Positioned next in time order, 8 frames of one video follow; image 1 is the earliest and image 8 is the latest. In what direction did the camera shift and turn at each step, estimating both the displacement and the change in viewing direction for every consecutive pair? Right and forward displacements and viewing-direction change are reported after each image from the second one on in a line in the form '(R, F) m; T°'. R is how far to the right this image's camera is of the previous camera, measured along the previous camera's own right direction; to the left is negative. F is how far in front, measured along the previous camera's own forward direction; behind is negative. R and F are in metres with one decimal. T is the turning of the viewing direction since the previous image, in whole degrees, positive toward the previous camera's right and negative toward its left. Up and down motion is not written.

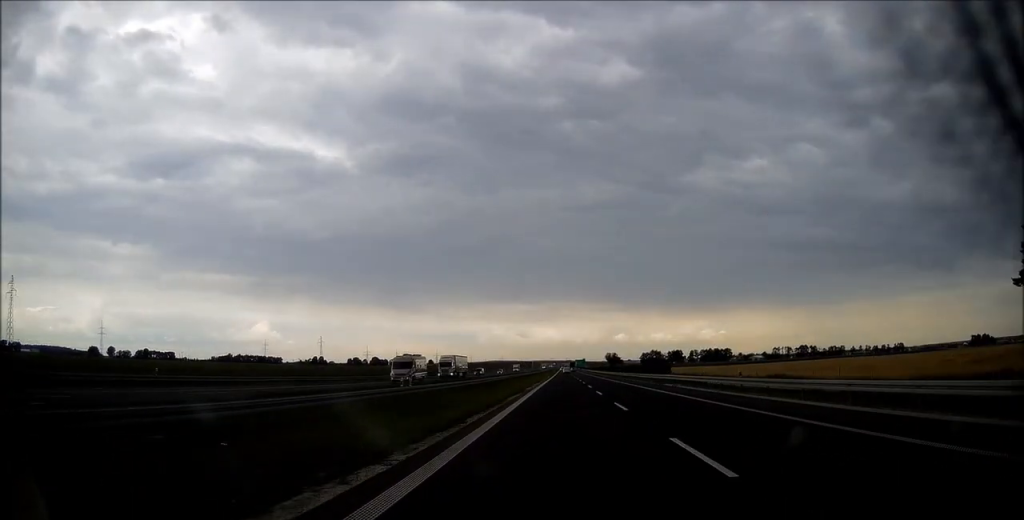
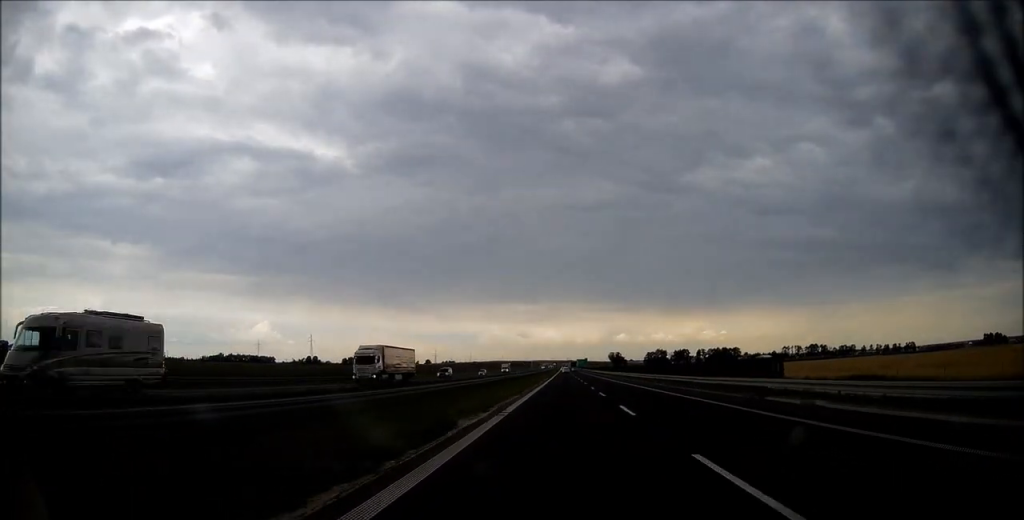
(0.0, +24.8) m; 0°
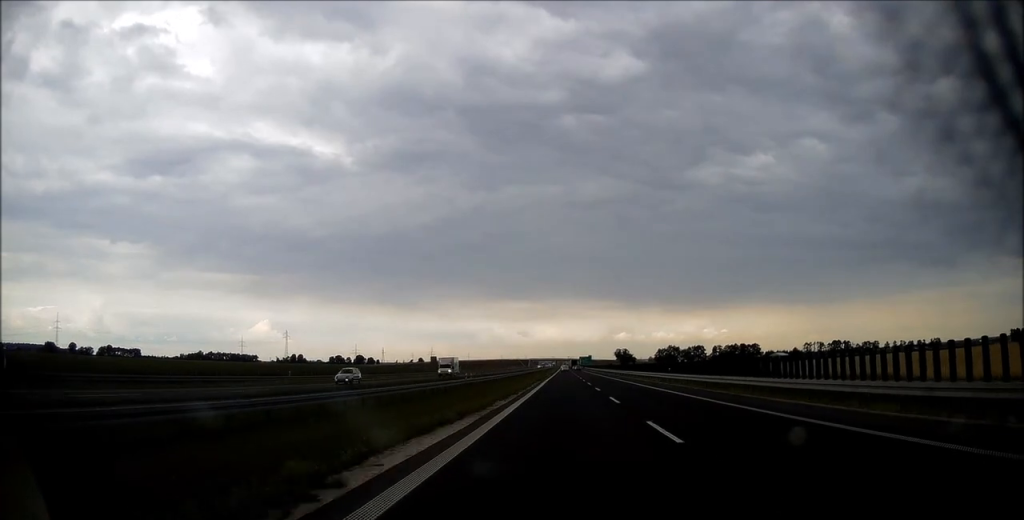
(0.0, +54.5) m; 0°
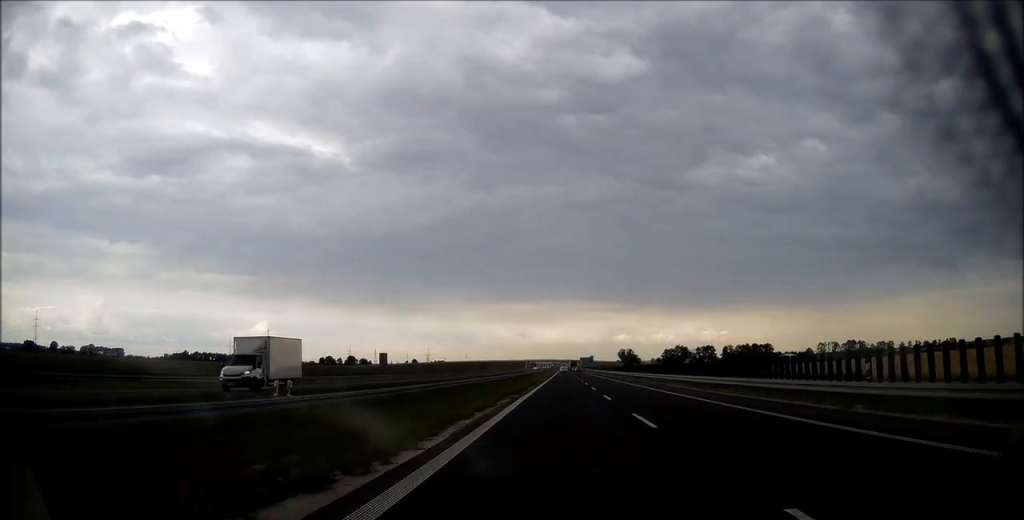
(0.0, +33.5) m; 0°
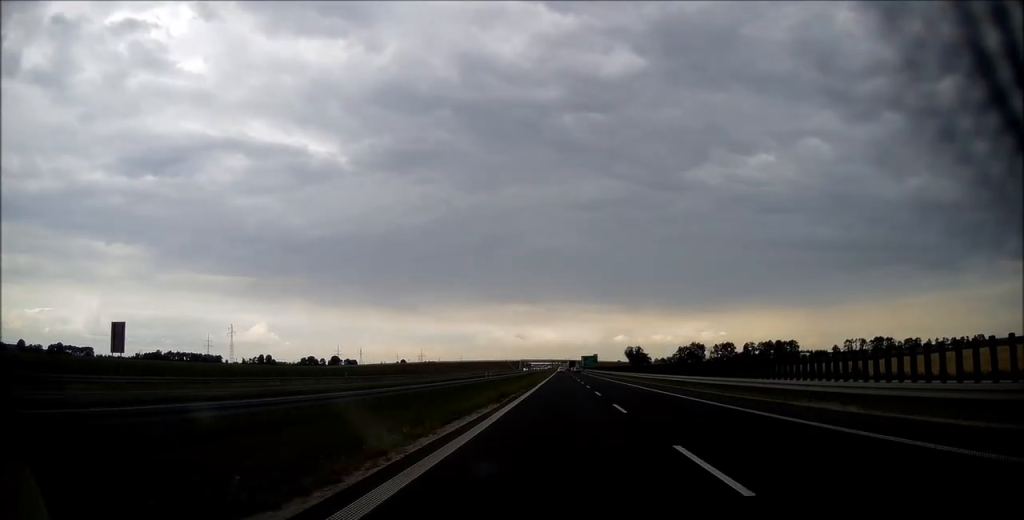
(0.0, +55.7) m; 0°
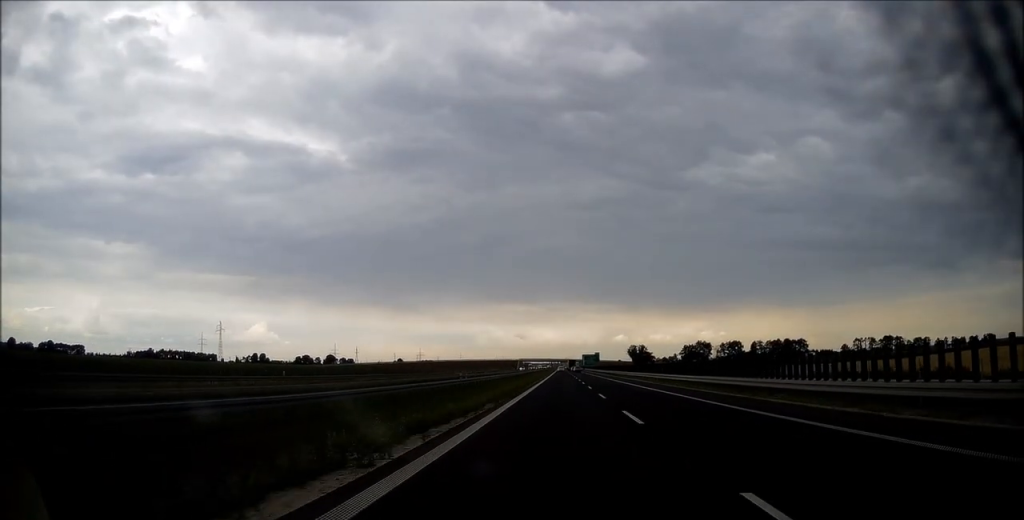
(0.0, +16.1) m; 0°
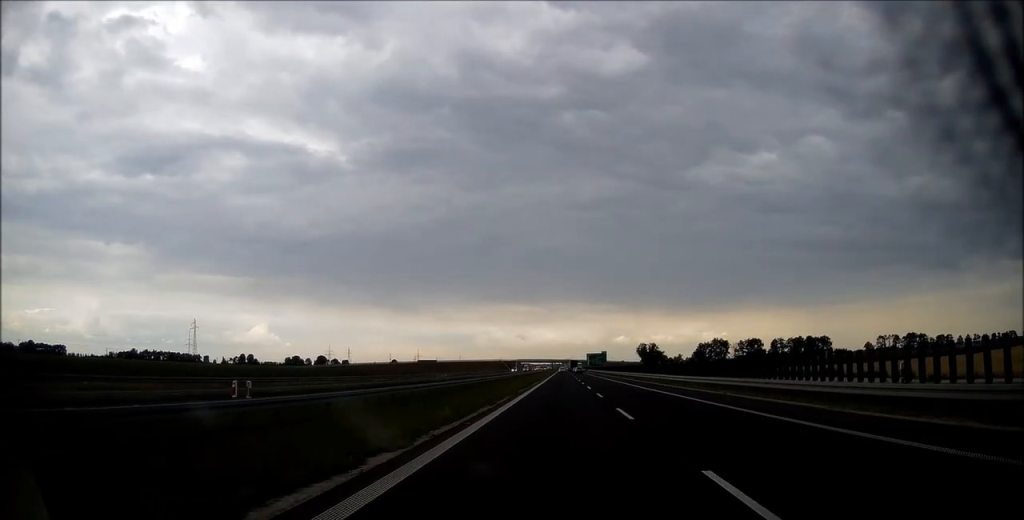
(-0.1, +34.5) m; 0°
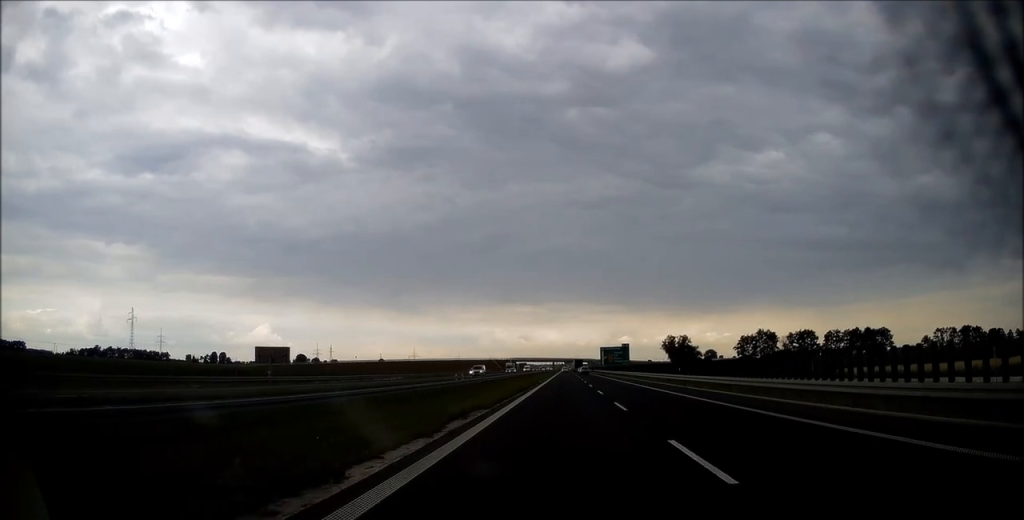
(-0.1, +69.1) m; 0°
